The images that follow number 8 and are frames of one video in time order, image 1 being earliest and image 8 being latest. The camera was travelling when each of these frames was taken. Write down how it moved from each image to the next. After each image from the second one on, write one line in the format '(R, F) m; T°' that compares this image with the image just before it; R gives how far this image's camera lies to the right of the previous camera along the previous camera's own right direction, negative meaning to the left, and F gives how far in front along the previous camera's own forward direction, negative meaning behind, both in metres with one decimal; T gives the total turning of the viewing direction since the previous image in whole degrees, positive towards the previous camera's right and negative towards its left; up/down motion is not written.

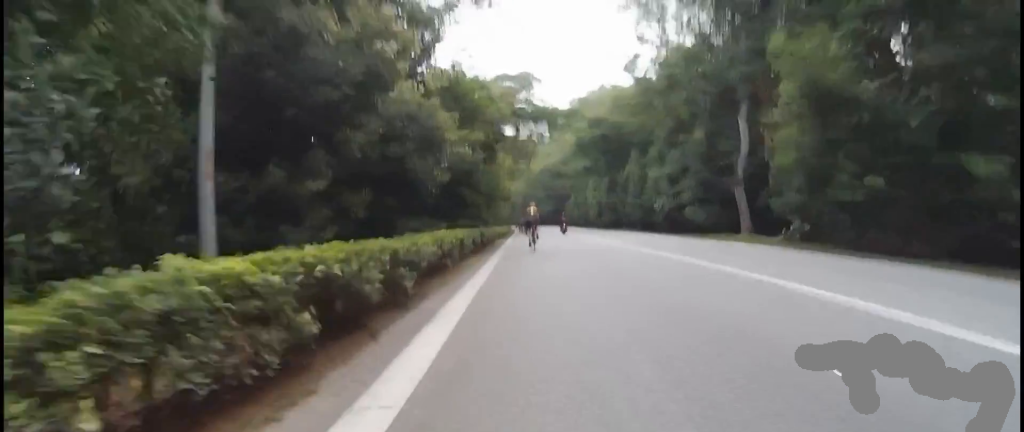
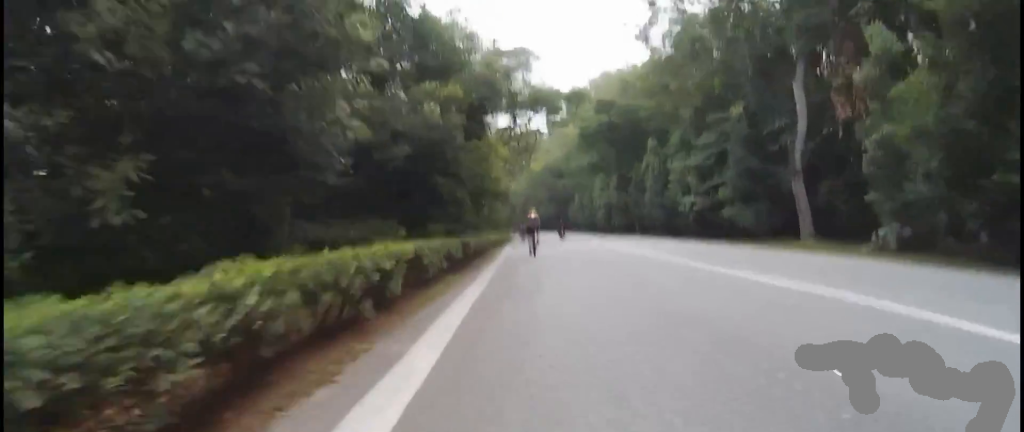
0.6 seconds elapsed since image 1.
(0.0, +5.9) m; 0°
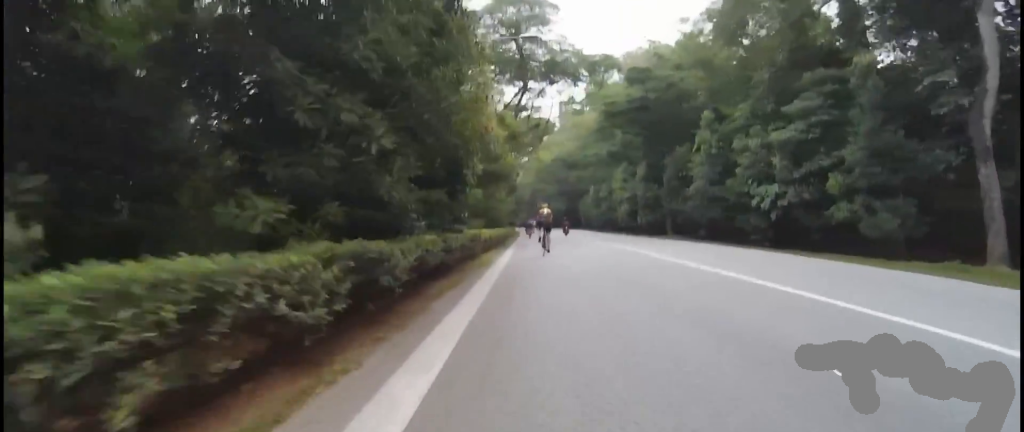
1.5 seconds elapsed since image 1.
(0.0, +9.2) m; 0°
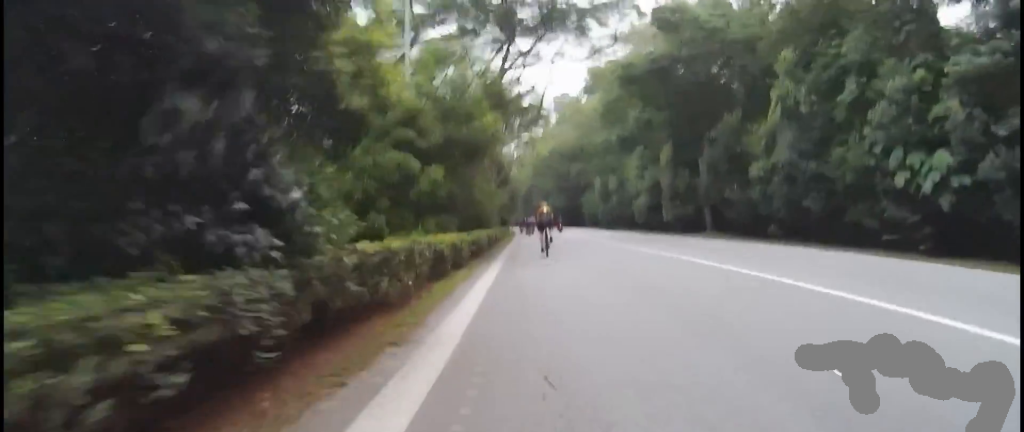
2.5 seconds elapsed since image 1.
(0.0, +9.5) m; 0°
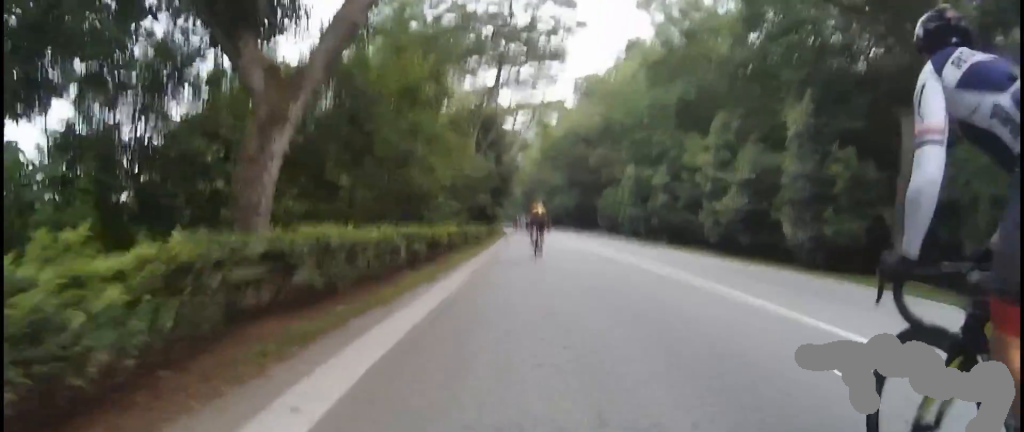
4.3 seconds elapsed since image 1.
(0.0, +17.3) m; 0°
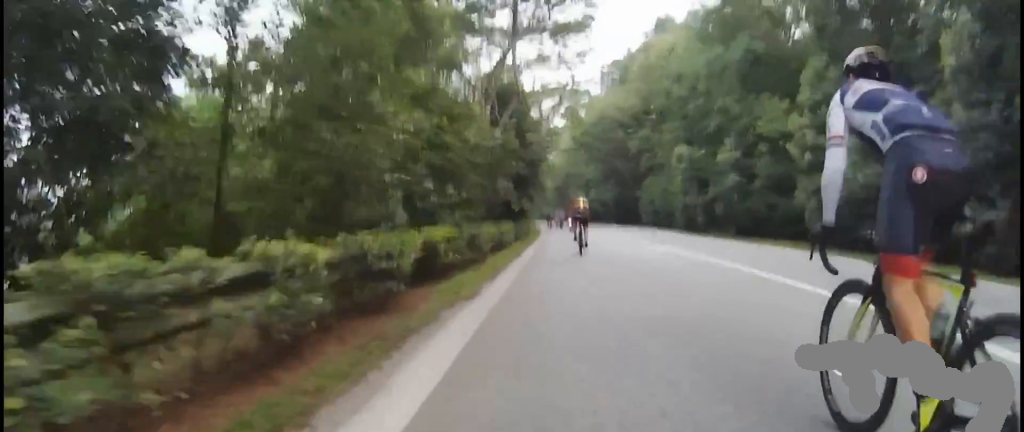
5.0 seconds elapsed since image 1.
(0.0, +6.8) m; -2°
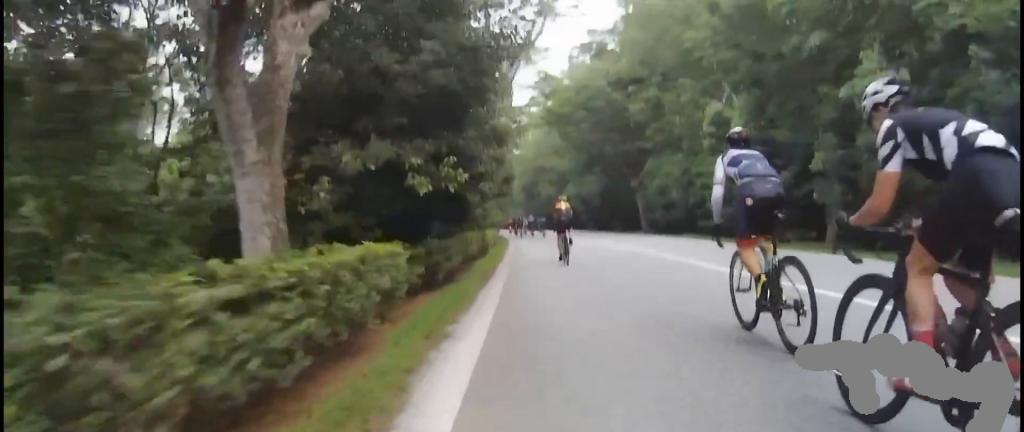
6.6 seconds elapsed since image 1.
(-0.6, +13.7) m; -1°
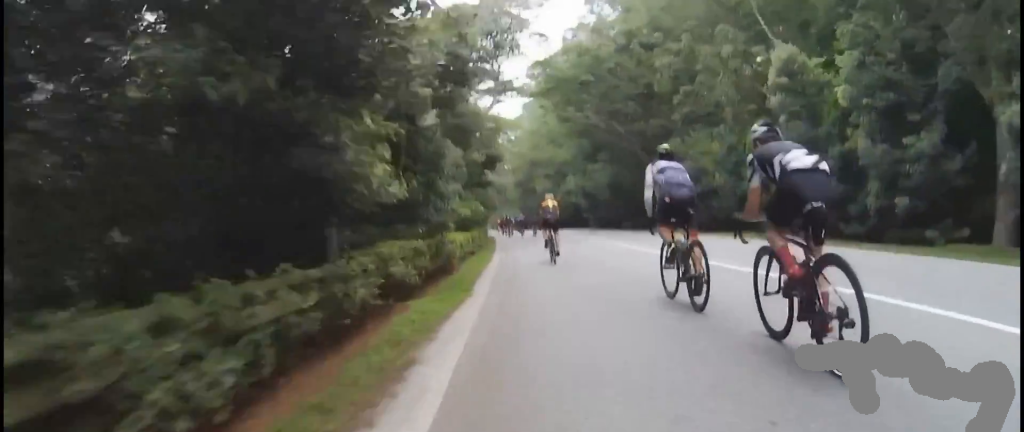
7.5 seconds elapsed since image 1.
(+0.4, +8.0) m; +1°
